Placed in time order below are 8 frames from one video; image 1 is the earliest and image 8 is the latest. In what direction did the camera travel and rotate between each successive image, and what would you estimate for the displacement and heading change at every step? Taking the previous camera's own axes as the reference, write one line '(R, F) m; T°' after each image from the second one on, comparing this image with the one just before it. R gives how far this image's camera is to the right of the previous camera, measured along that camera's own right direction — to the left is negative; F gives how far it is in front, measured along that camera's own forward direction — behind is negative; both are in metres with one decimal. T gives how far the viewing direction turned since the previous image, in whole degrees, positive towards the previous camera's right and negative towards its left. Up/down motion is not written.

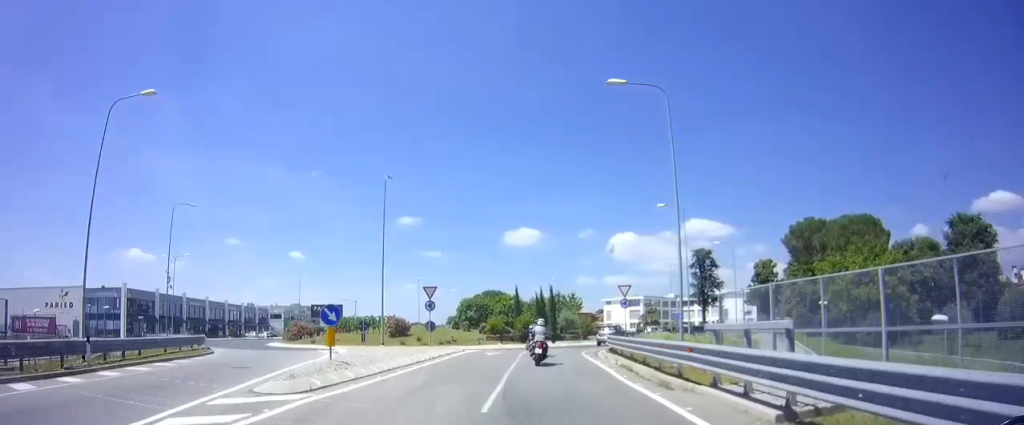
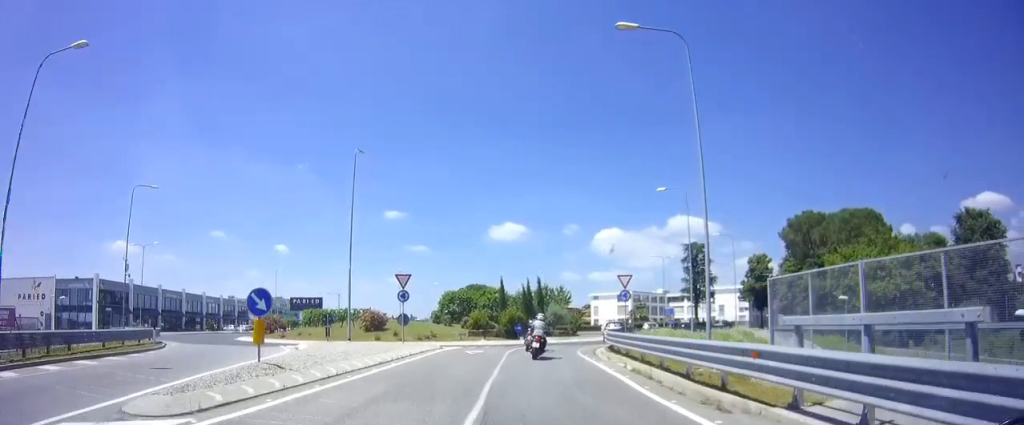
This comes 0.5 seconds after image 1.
(+0.2, +3.9) m; +2°
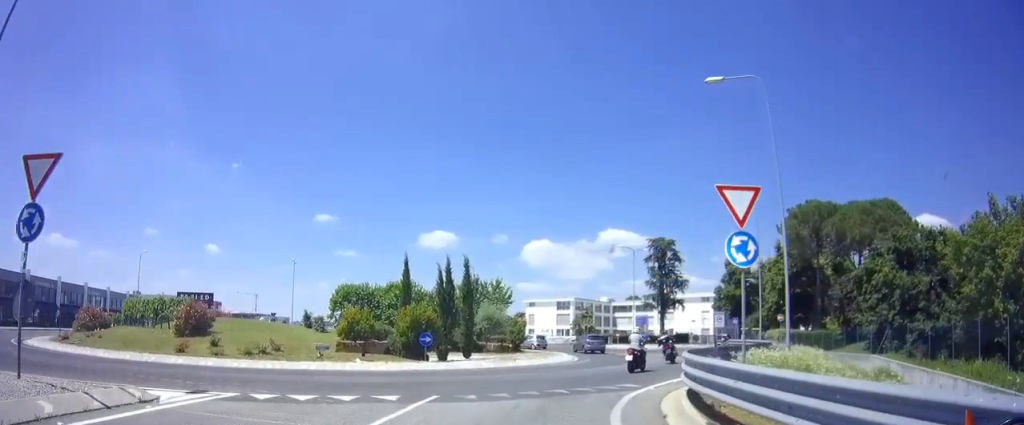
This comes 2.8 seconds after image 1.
(+2.7, +20.1) m; +15°
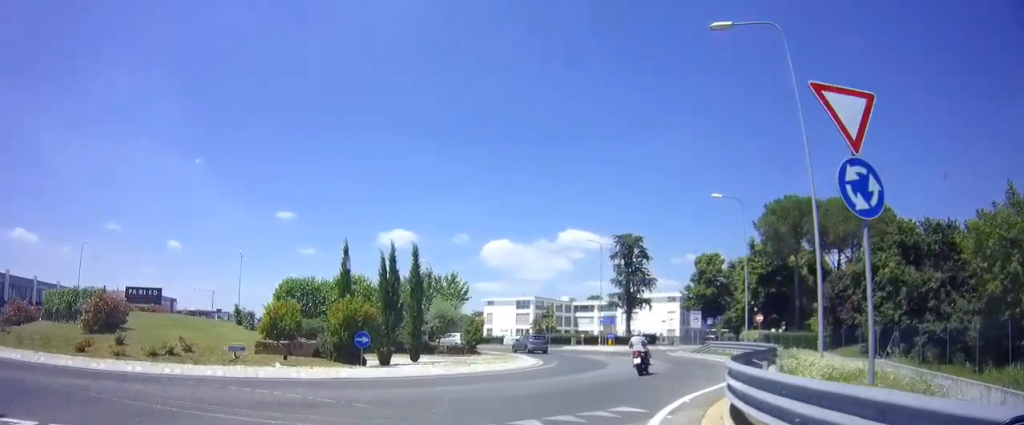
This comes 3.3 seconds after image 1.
(+0.1, +3.9) m; +1°
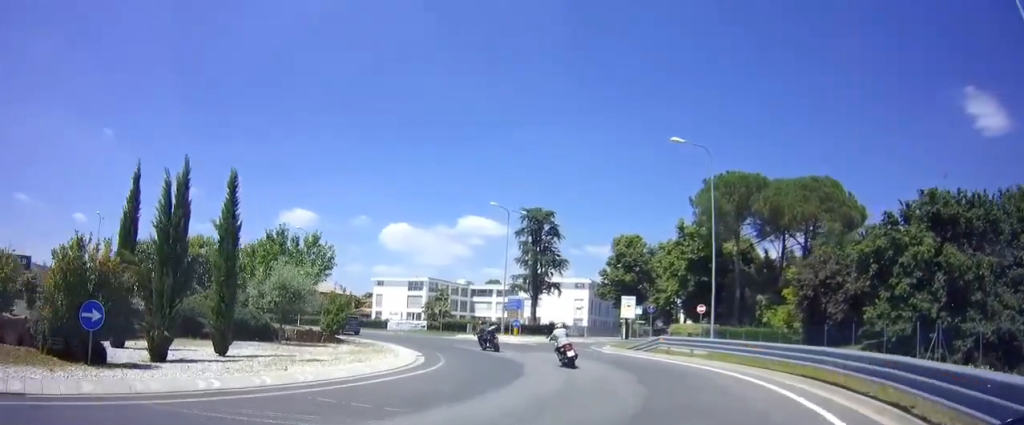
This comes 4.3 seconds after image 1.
(0.0, +9.9) m; -2°
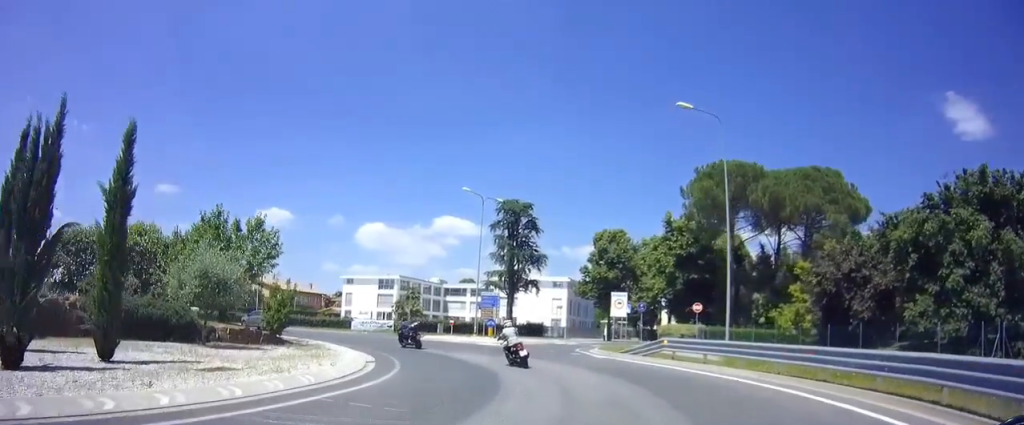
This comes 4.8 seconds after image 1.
(+0.1, +4.1) m; -3°
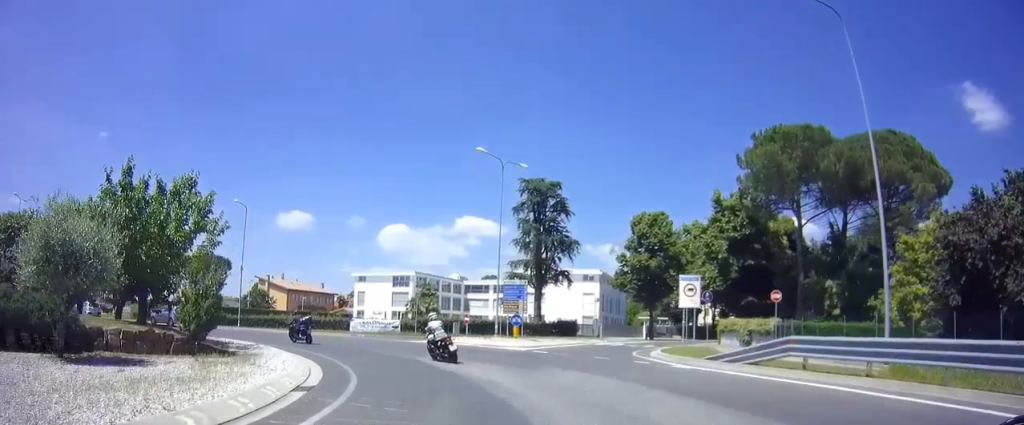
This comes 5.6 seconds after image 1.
(-0.5, +7.5) m; -10°
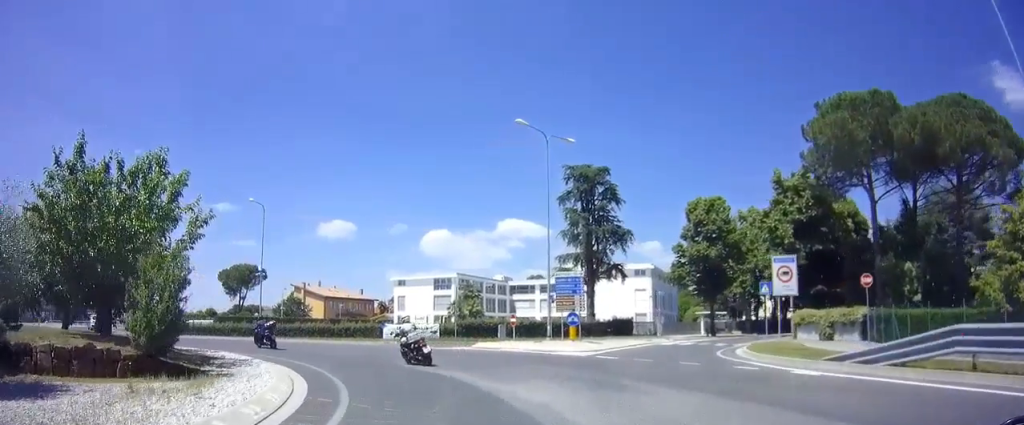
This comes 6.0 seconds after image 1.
(0.0, +4.1) m; -7°
